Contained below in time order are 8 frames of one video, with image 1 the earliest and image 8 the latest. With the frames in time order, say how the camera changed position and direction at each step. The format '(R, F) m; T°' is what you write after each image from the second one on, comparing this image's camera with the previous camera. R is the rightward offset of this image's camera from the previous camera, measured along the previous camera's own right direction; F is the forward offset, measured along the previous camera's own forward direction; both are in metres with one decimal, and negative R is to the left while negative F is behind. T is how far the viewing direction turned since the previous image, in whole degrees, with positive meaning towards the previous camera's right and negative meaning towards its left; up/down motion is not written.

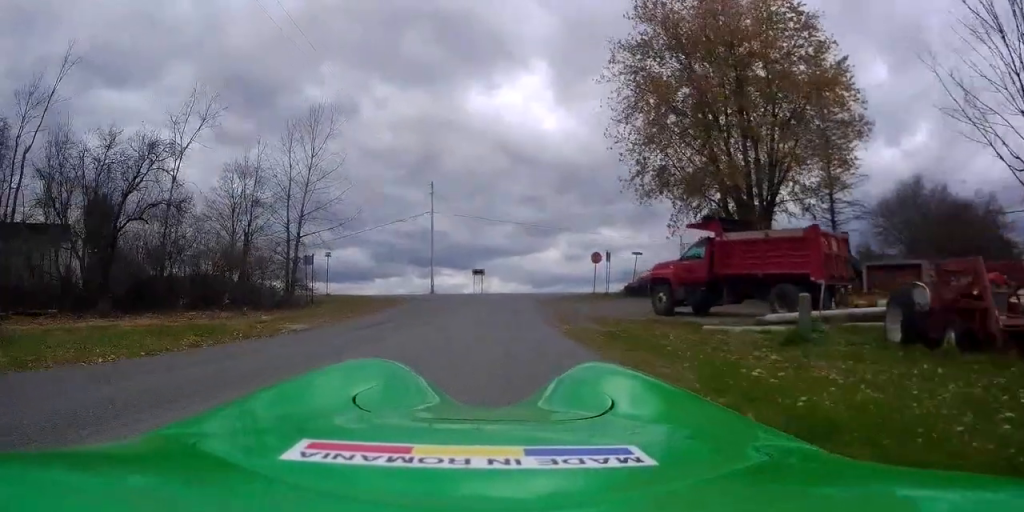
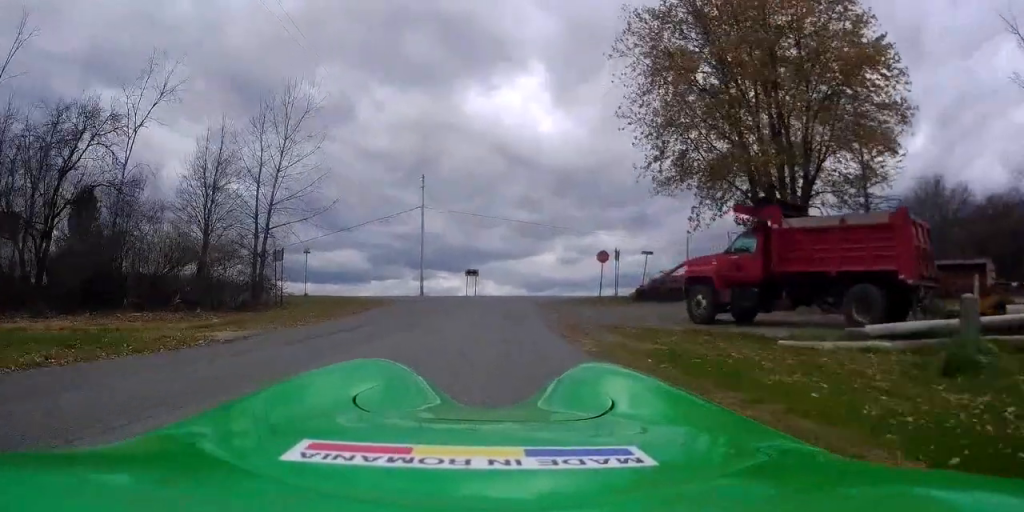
(+0.1, +4.2) m; +3°
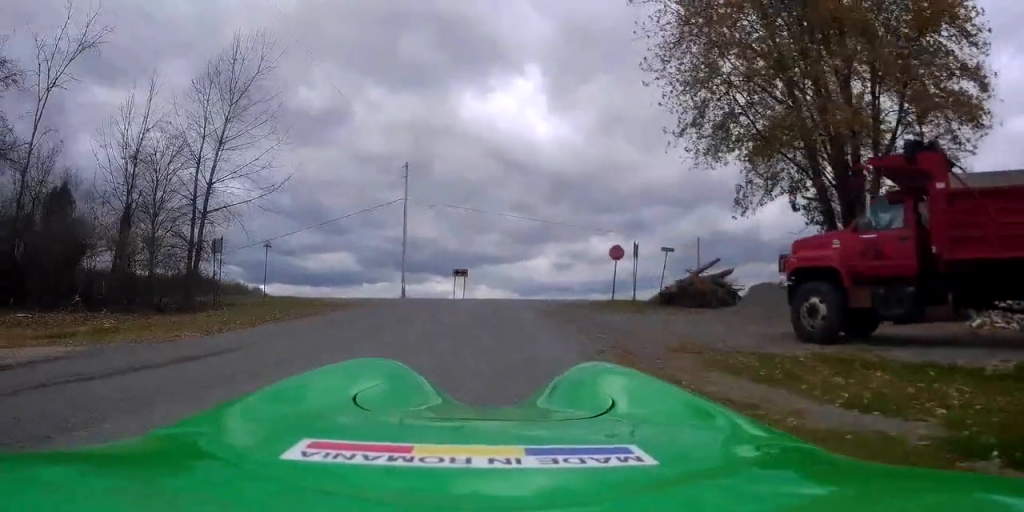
(+0.3, +6.3) m; +1°
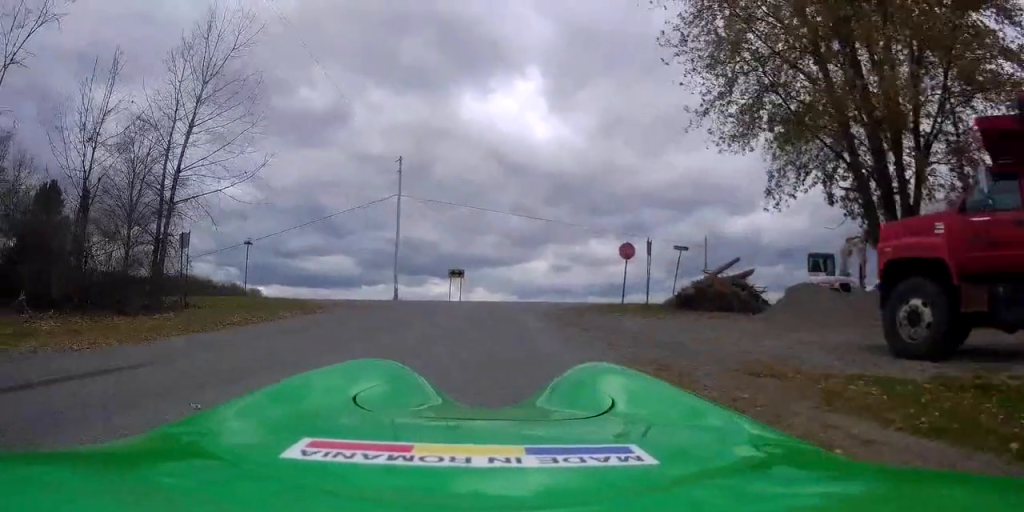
(+0.3, +3.0) m; -1°
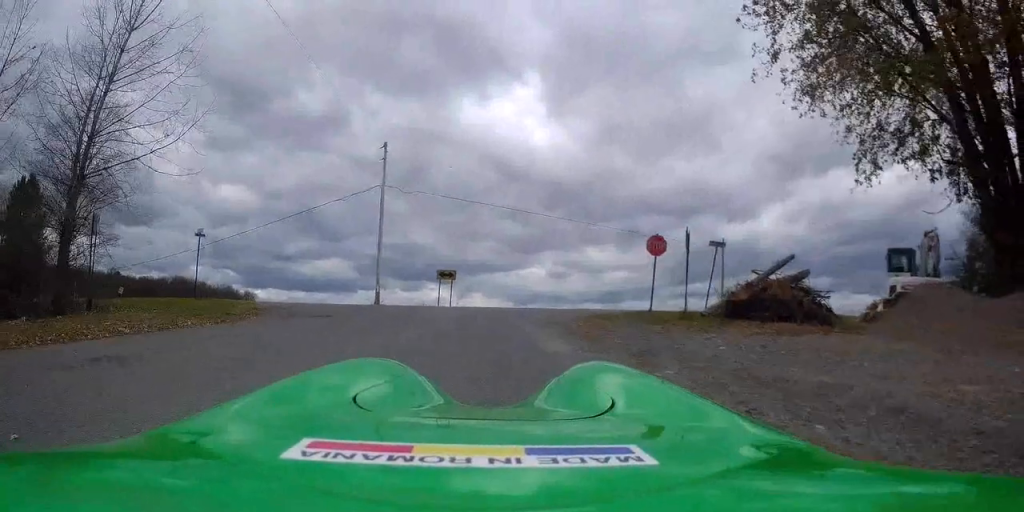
(-0.6, +5.5) m; -8°
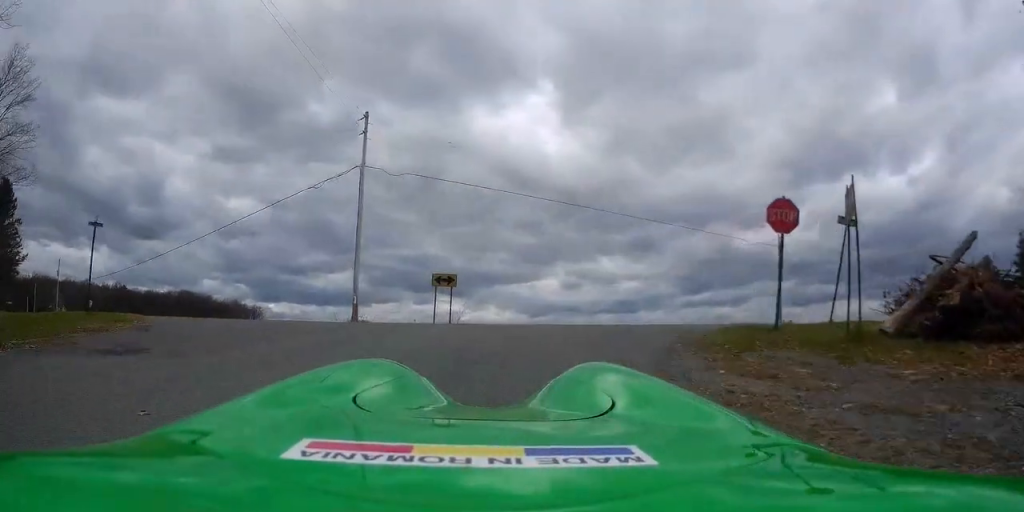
(+0.6, +9.6) m; +8°
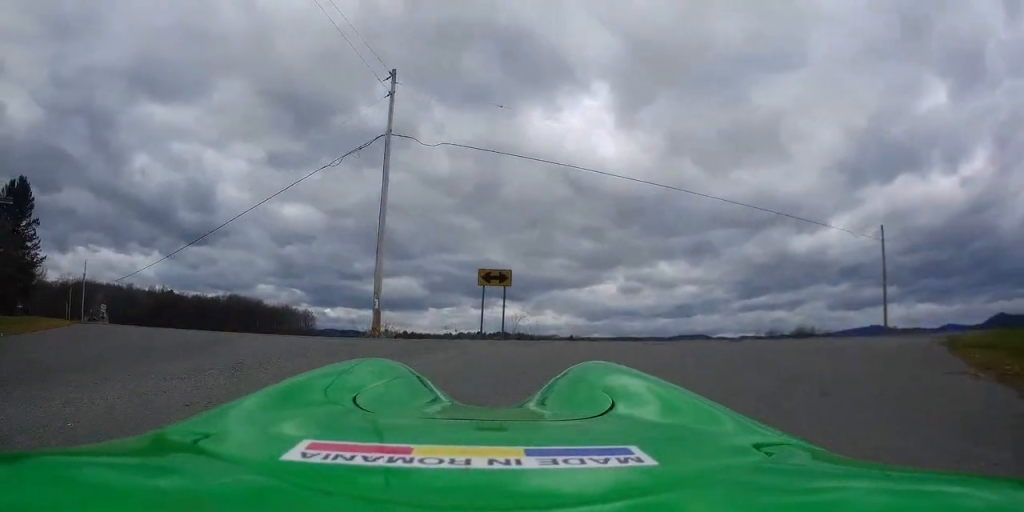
(-0.4, +7.5) m; -12°
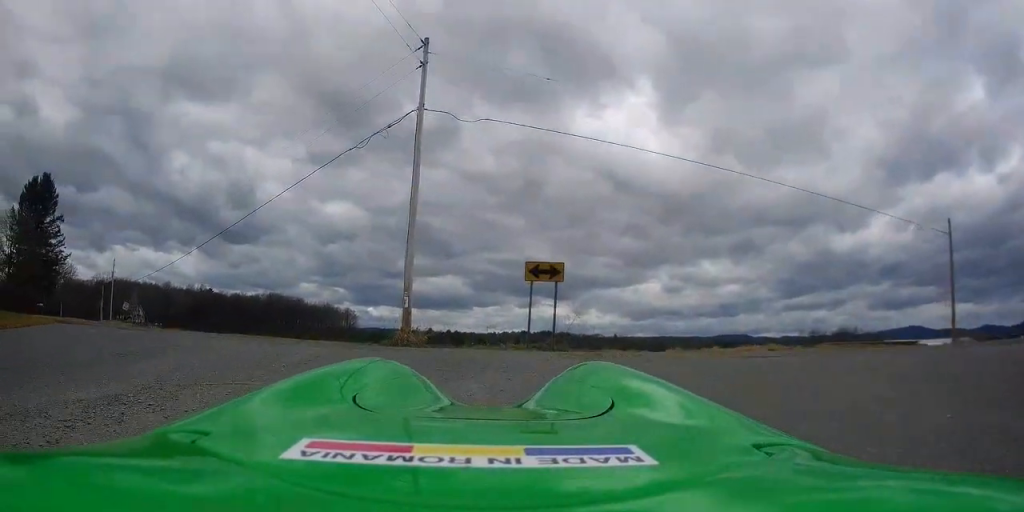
(-0.3, +3.4) m; -5°
